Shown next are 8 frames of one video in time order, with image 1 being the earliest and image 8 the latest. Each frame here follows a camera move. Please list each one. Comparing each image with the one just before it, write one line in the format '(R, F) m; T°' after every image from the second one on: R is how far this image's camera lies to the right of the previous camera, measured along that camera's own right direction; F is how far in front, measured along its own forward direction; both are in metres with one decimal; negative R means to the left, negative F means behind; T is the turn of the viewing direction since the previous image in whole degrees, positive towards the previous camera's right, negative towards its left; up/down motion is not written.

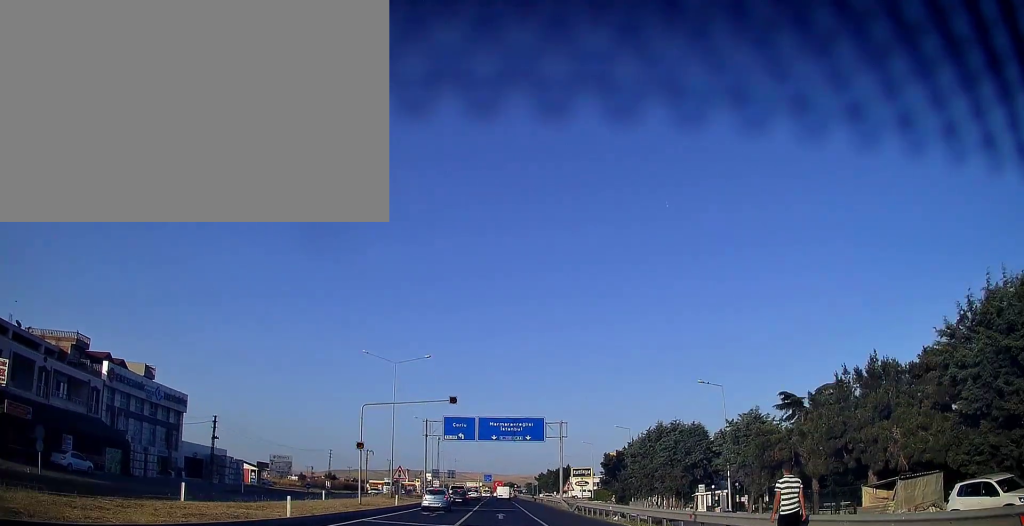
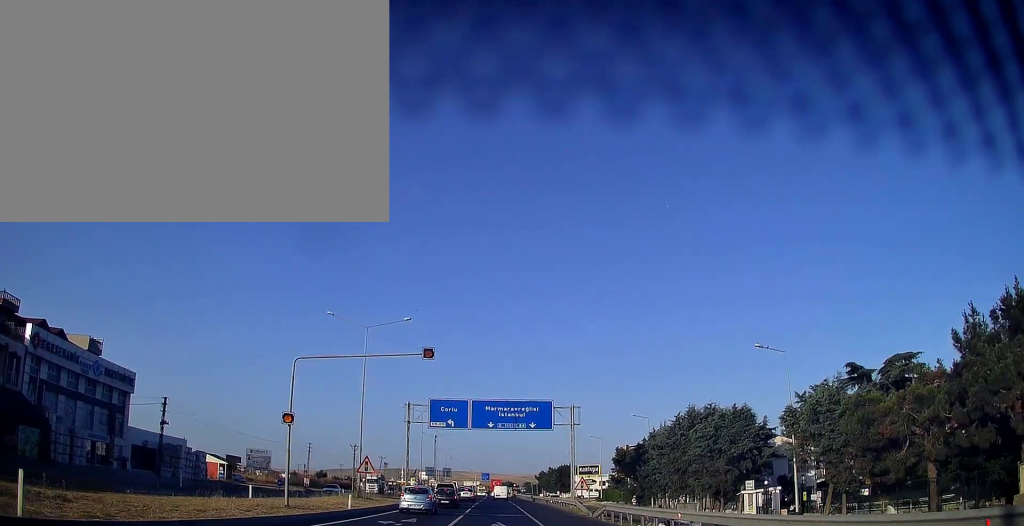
(+0.2, +11.5) m; 0°
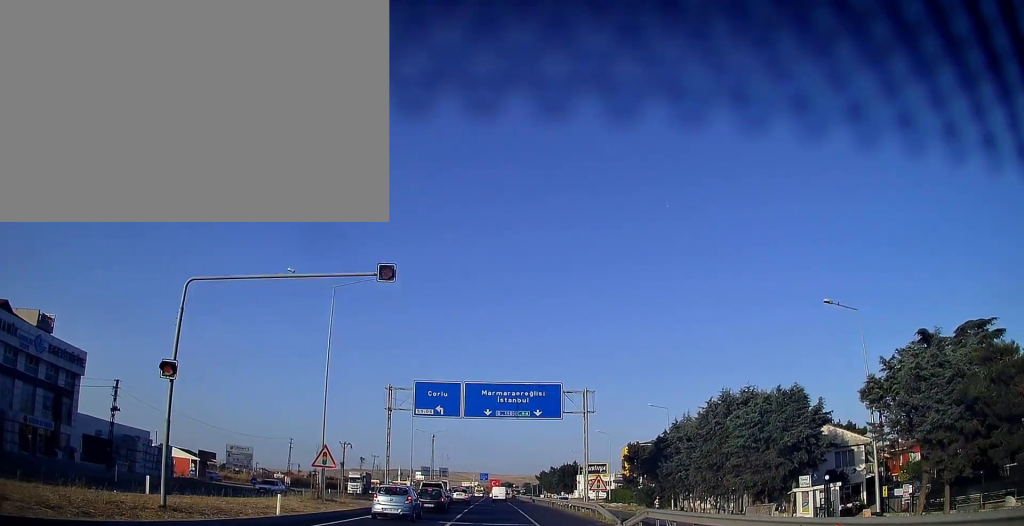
(-0.2, +8.5) m; 0°
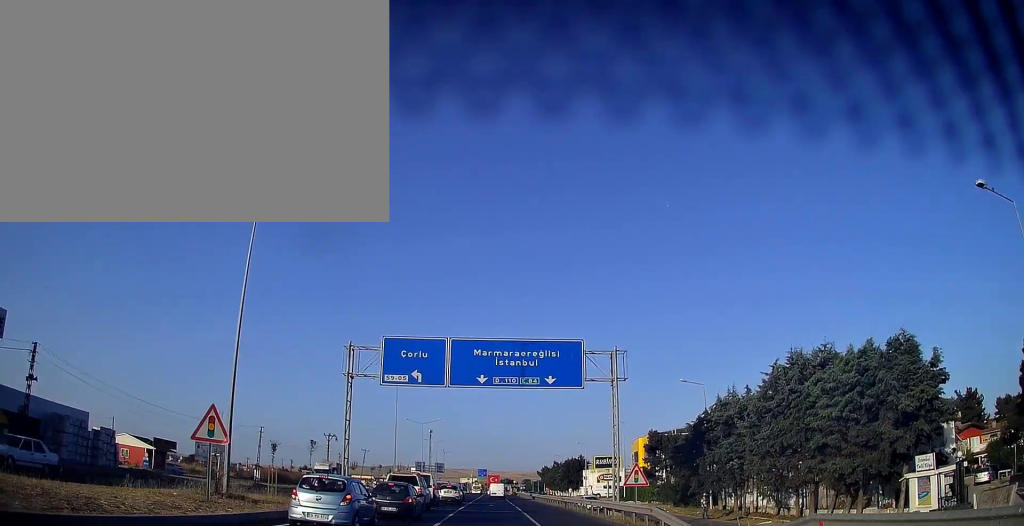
(+0.1, +11.5) m; +1°
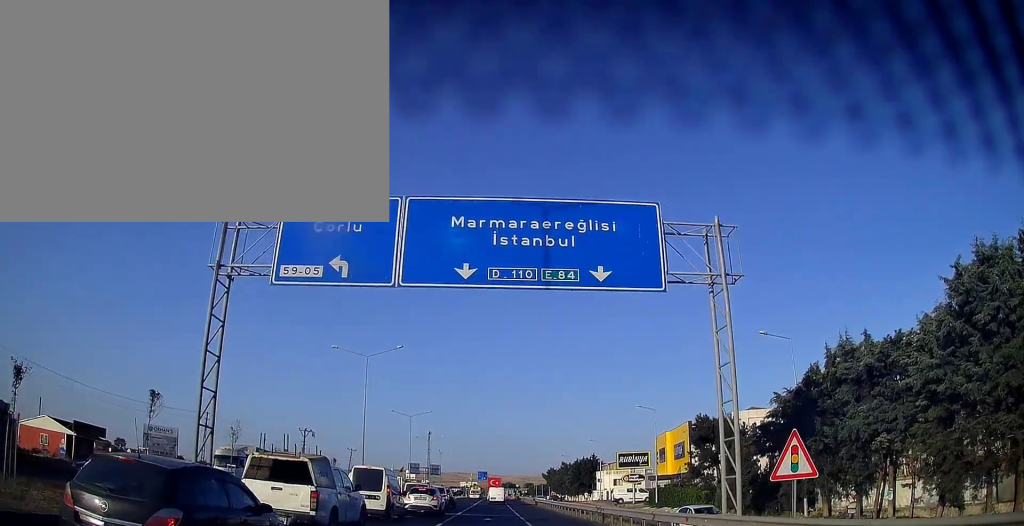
(+0.1, +15.9) m; +1°
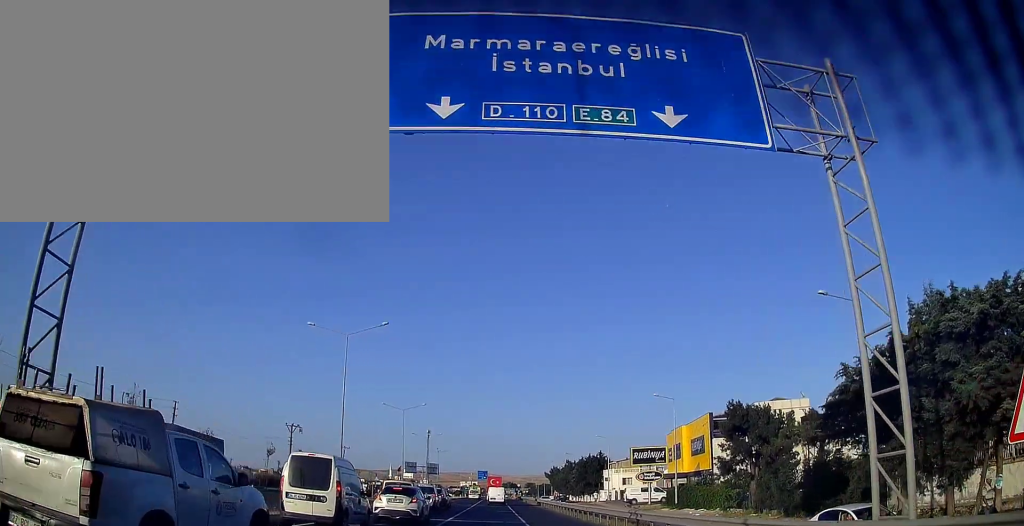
(+0.2, +7.1) m; 0°
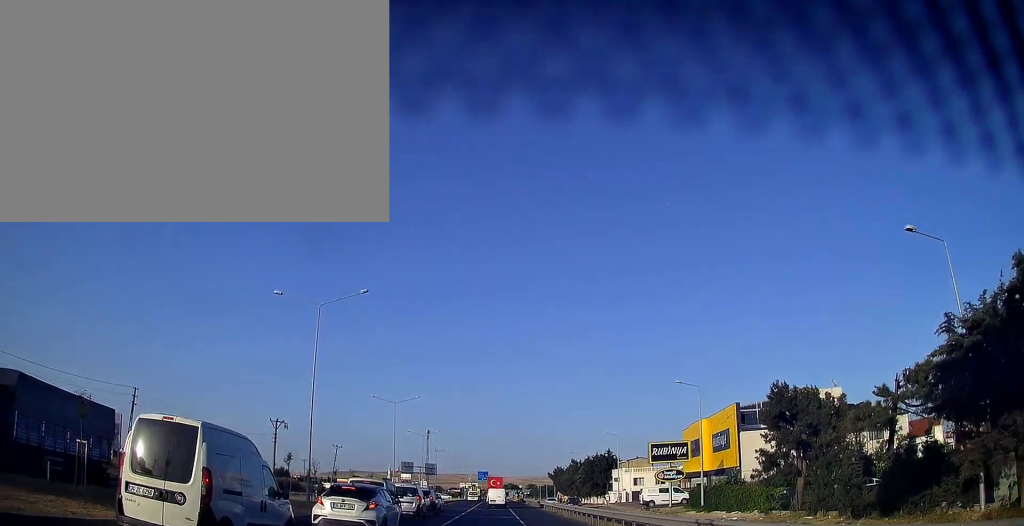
(-0.2, +7.5) m; -1°
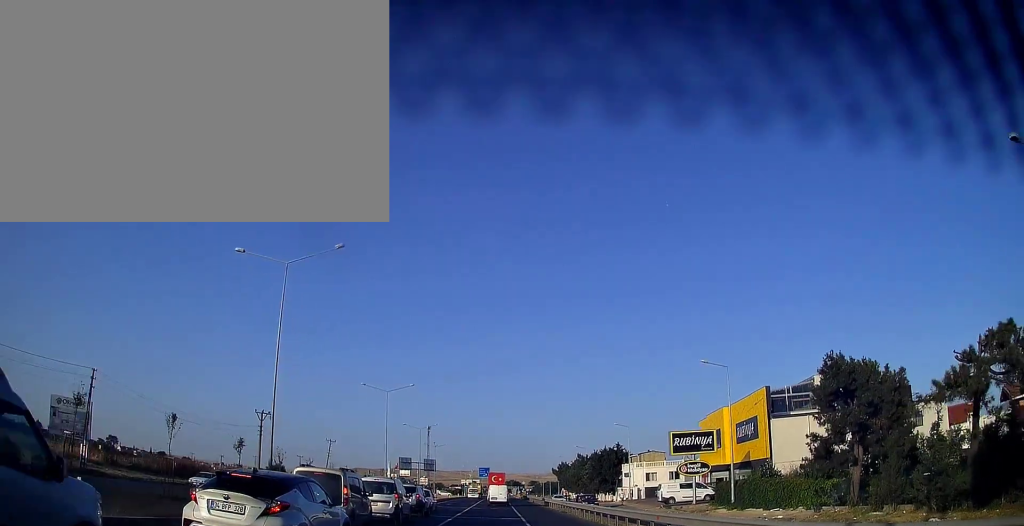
(-0.1, +6.2) m; -1°
